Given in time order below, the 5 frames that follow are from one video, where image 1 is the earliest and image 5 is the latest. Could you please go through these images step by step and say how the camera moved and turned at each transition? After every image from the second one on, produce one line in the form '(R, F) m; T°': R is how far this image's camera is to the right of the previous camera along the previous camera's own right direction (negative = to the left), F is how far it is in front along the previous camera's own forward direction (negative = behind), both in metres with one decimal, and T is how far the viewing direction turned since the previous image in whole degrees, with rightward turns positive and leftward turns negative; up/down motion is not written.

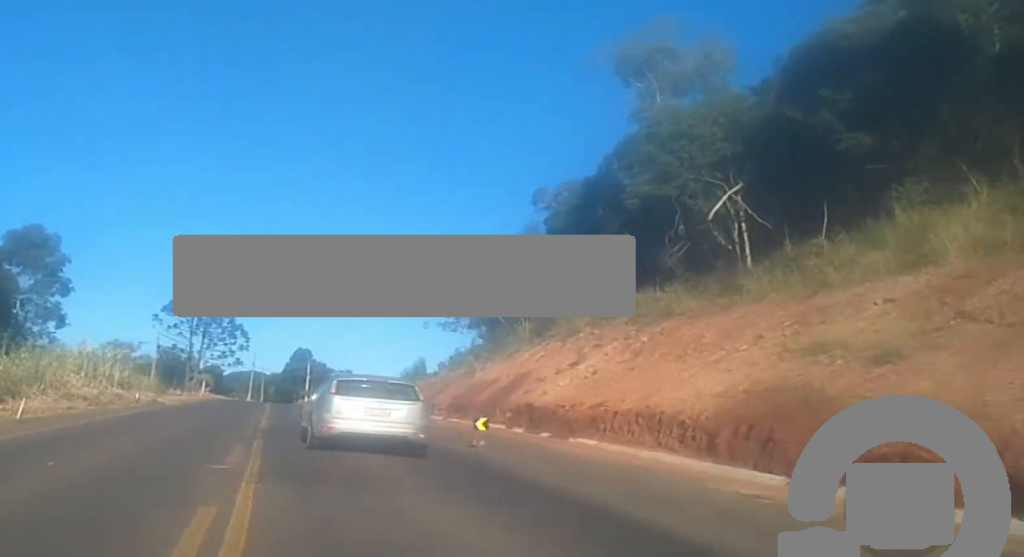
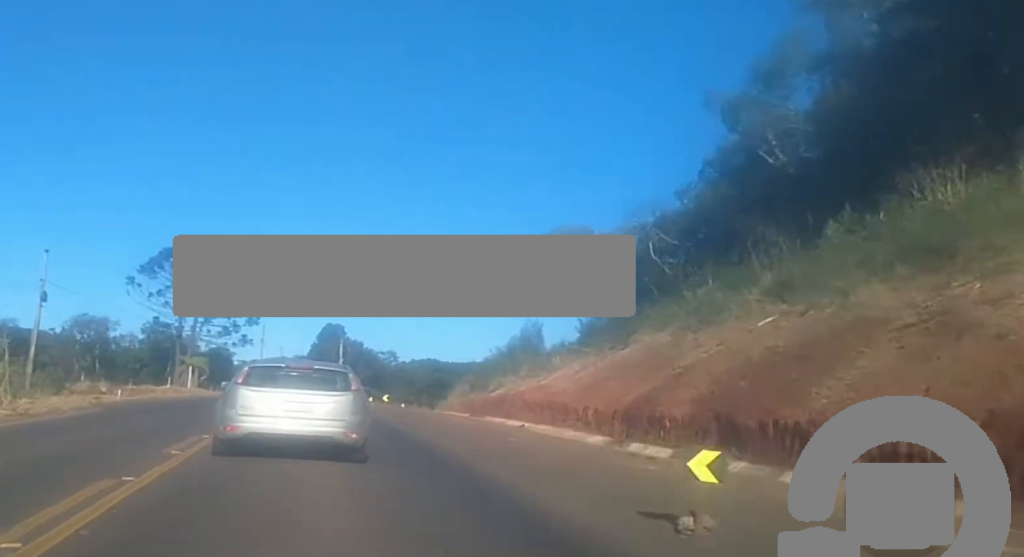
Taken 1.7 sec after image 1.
(0.0, +45.0) m; -1°
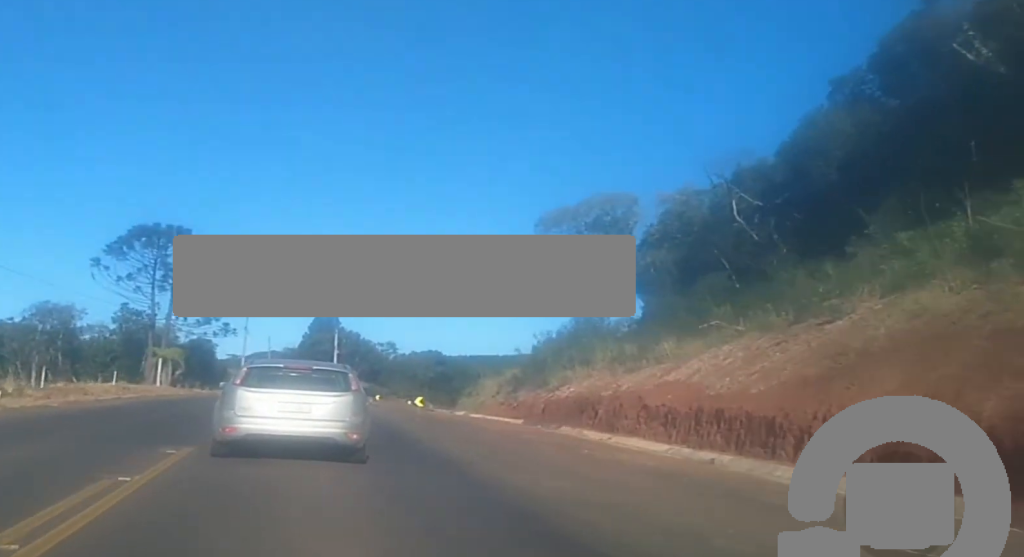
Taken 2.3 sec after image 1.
(-0.1, +14.7) m; -1°
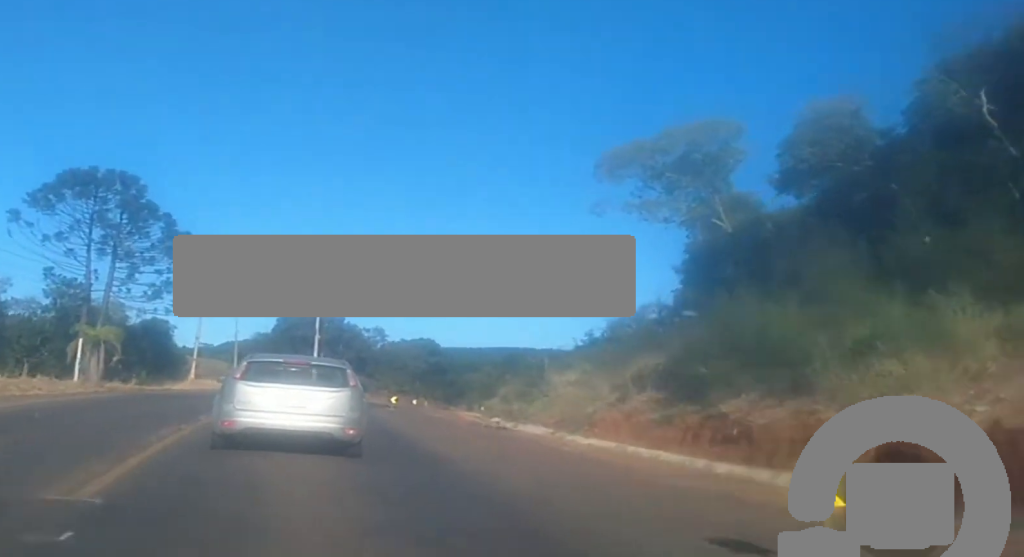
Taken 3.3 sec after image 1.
(-0.5, +23.0) m; -1°
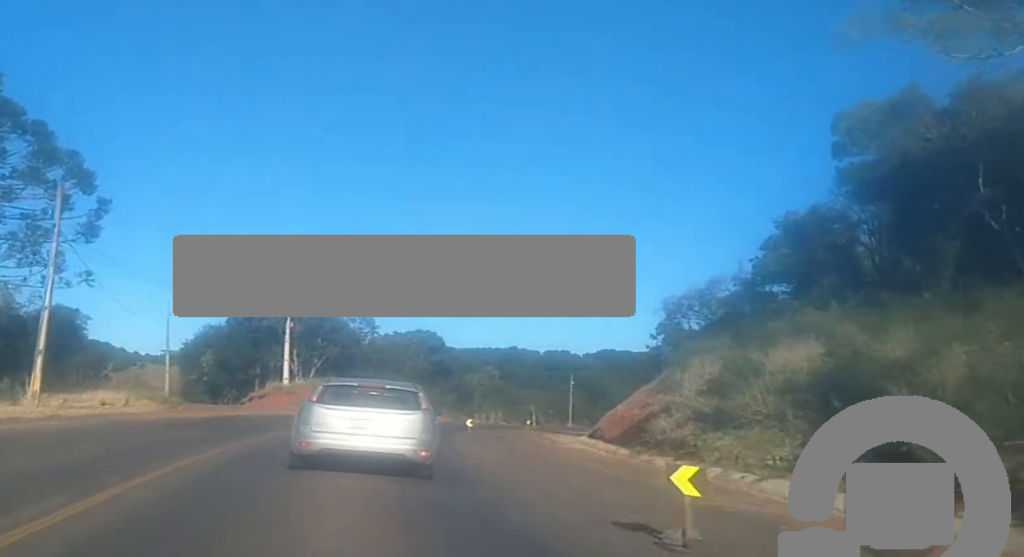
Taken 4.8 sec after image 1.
(+0.8, +31.7) m; +4°
